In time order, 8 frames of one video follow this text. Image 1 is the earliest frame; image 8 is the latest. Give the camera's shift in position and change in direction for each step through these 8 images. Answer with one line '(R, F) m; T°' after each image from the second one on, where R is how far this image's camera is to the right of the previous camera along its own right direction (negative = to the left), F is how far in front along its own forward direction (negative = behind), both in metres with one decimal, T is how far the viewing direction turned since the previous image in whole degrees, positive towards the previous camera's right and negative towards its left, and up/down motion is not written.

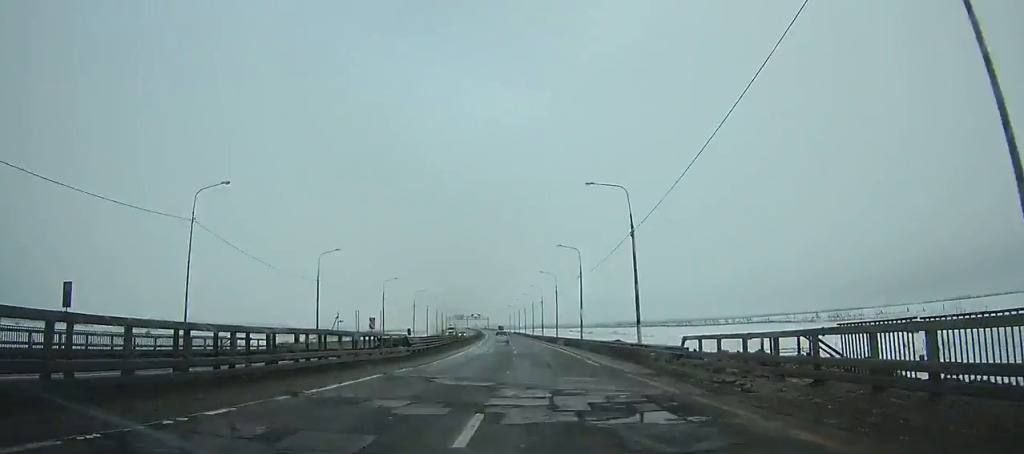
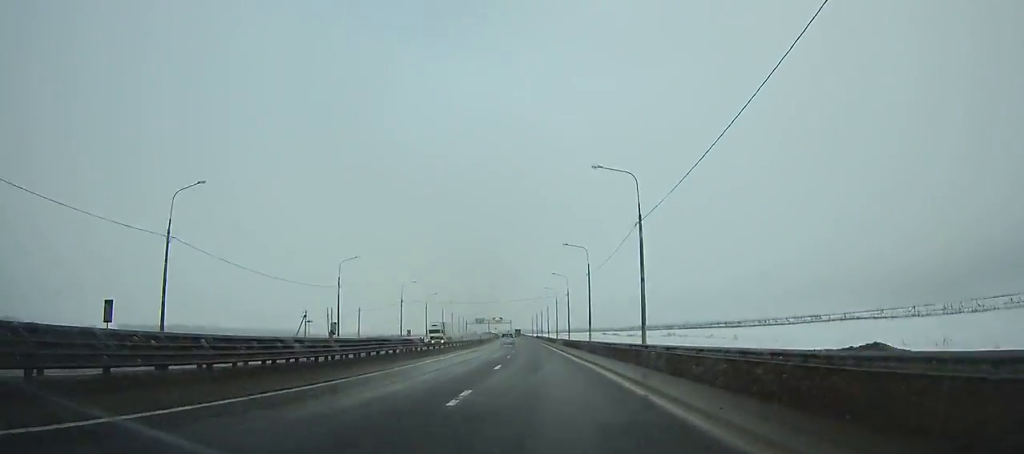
(-0.6, +30.3) m; -2°
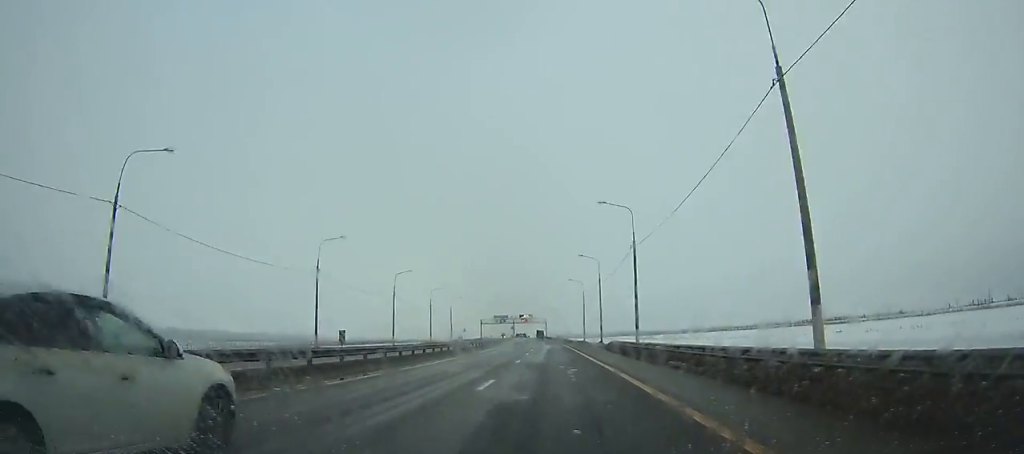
(-5.9, +137.3) m; -4°
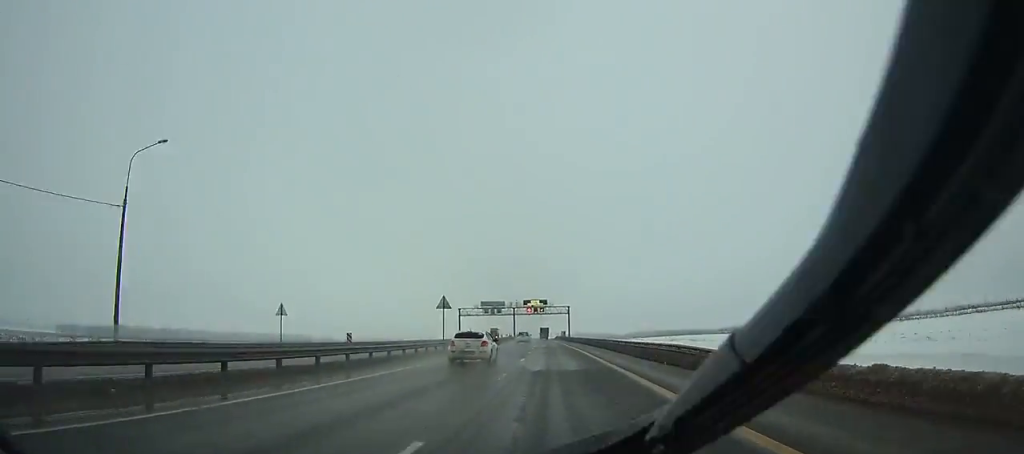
(-1.9, +118.3) m; -2°
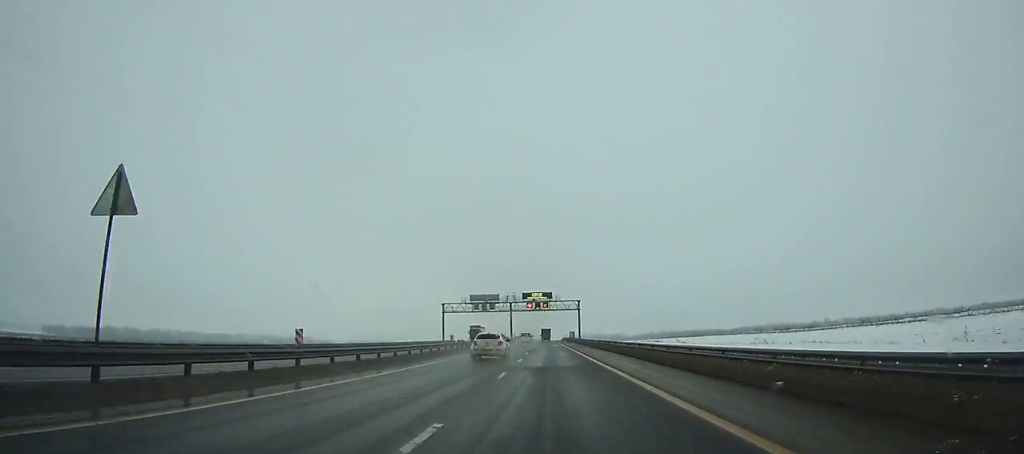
(-0.2, +34.0) m; 0°
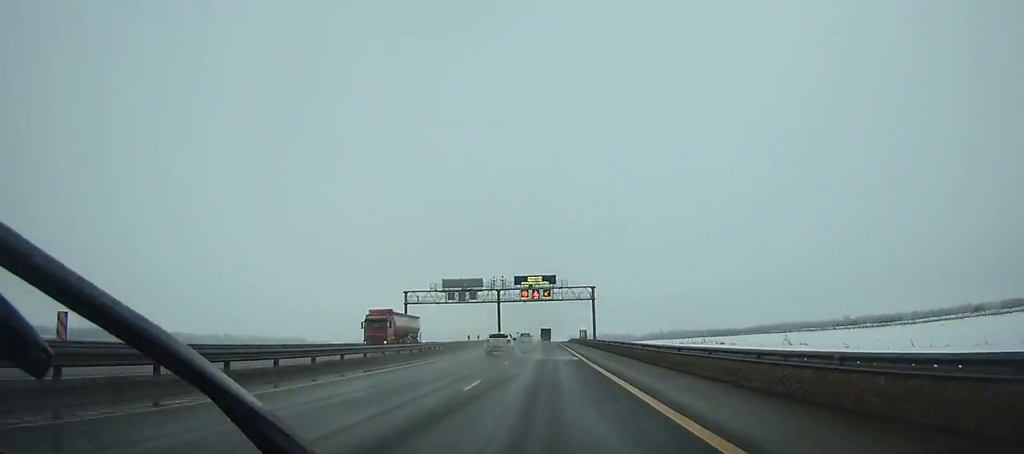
(-0.1, +38.9) m; 0°
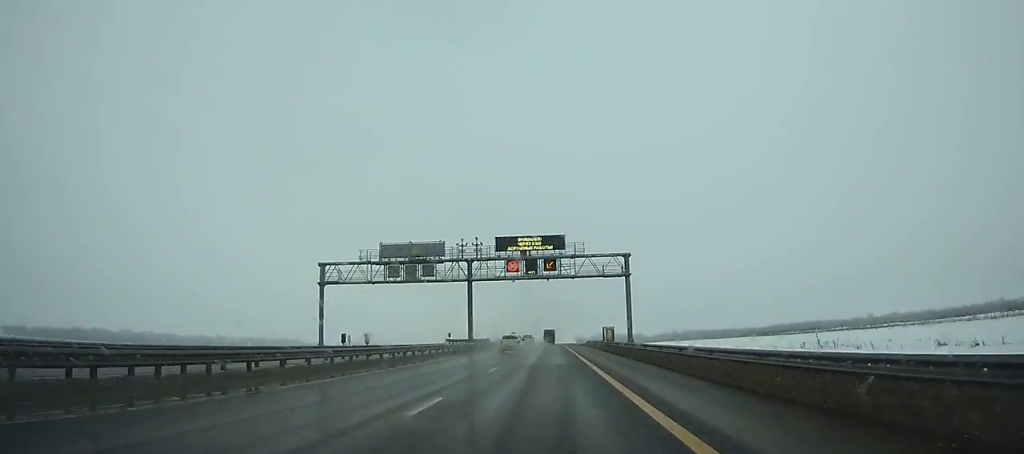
(-0.1, +38.9) m; 0°
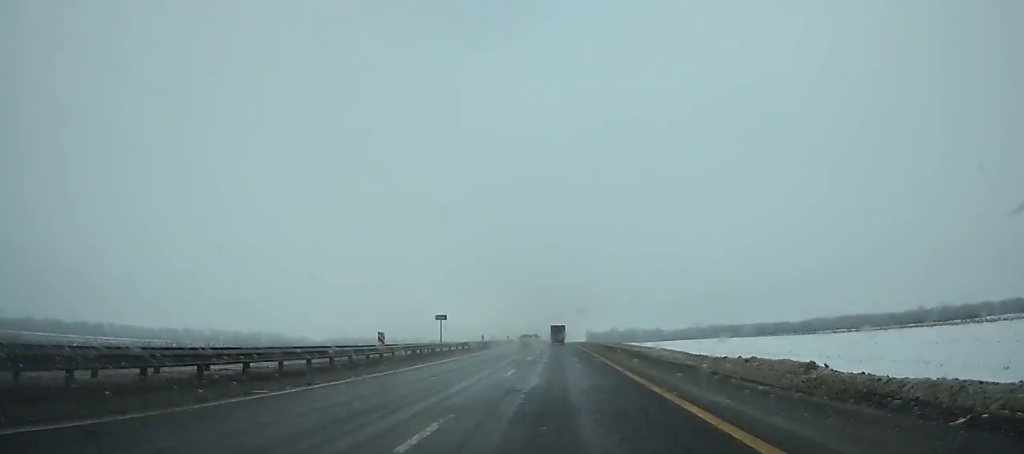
(-0.4, +84.8) m; 0°
